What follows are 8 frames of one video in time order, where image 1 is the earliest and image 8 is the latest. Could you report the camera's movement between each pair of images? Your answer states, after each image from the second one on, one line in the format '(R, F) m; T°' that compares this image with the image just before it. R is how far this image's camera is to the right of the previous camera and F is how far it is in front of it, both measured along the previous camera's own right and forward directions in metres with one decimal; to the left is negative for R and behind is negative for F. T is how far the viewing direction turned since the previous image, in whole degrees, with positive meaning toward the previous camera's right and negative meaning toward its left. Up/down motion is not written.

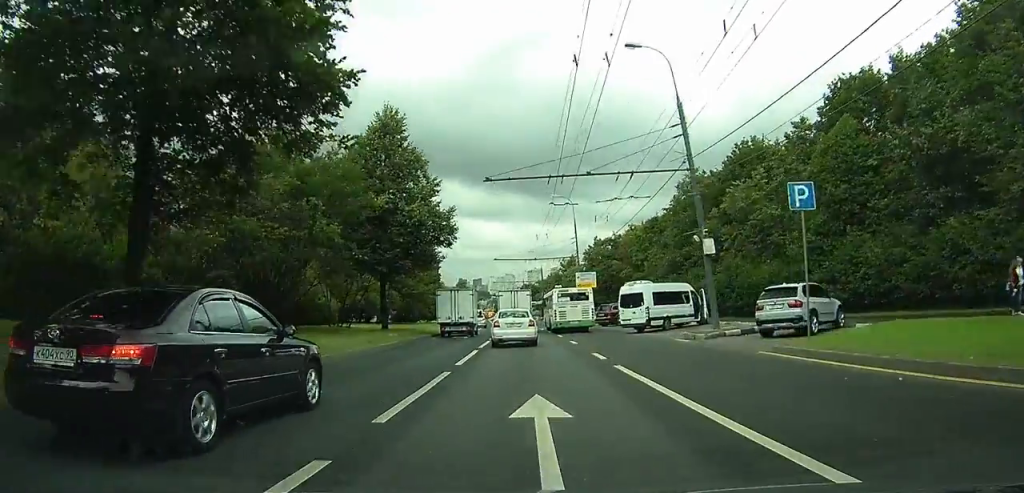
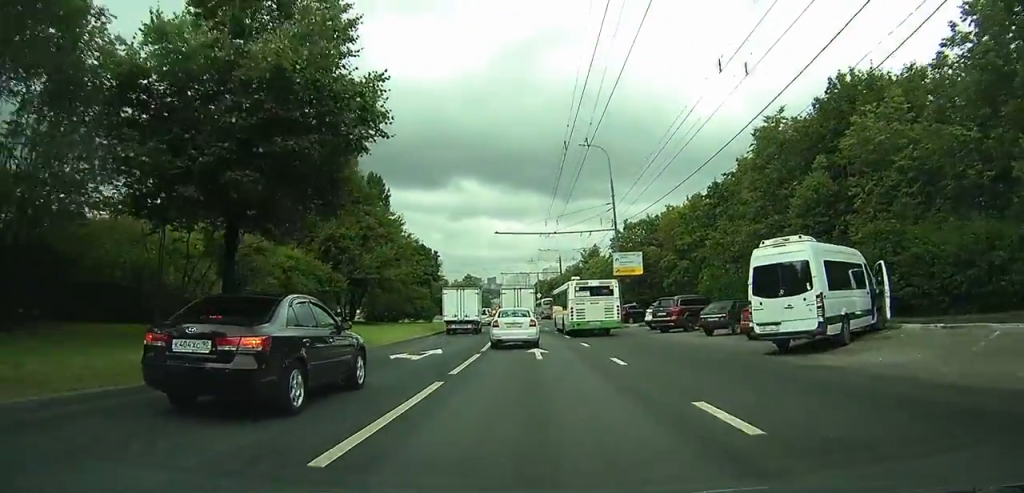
(-0.2, +18.1) m; -1°
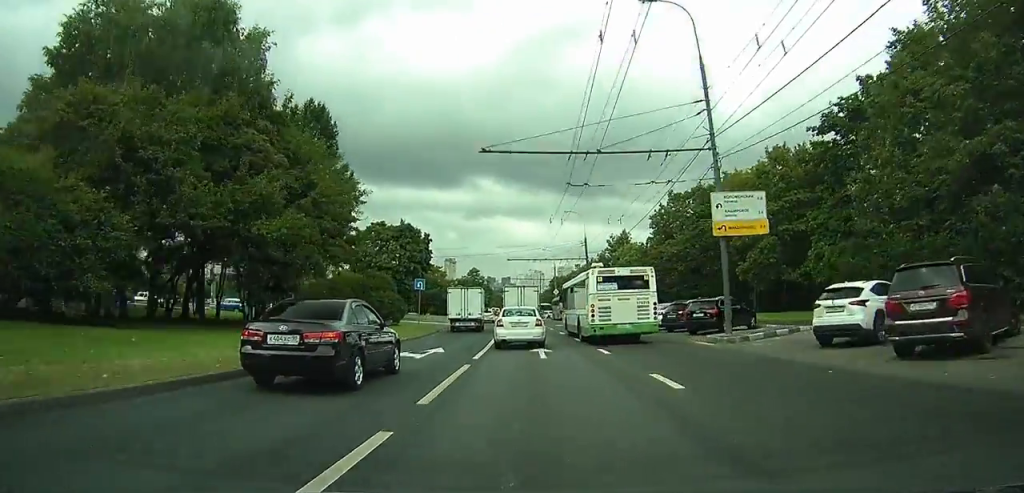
(-0.2, +20.2) m; -2°
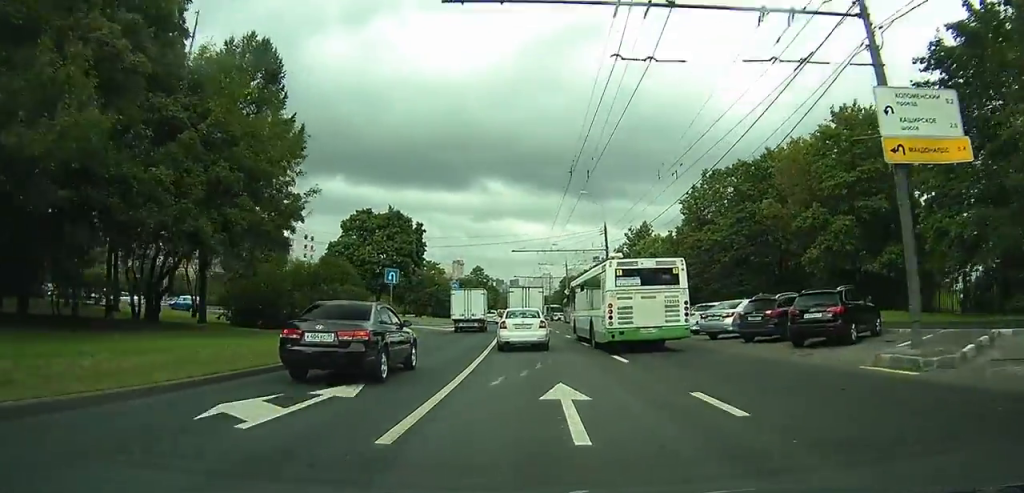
(-0.1, +10.3) m; -1°
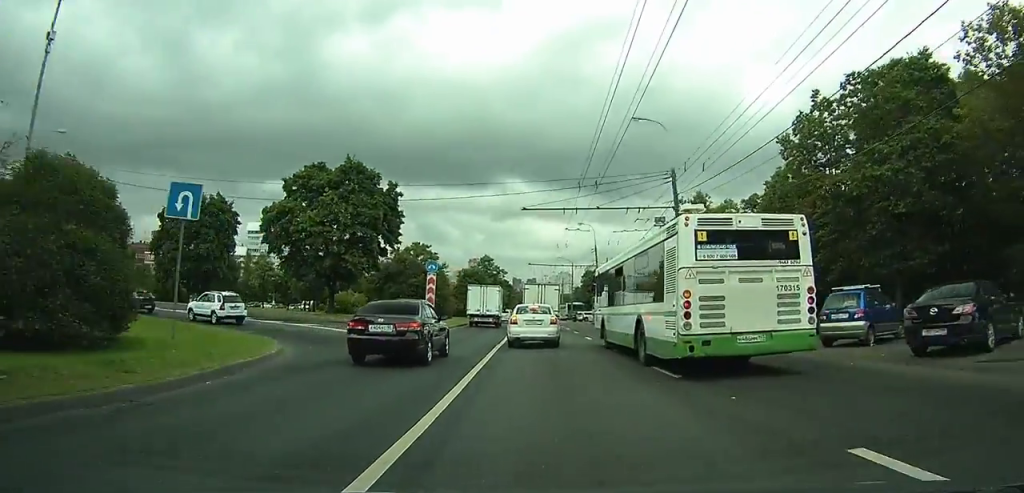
(-0.3, +19.9) m; -1°
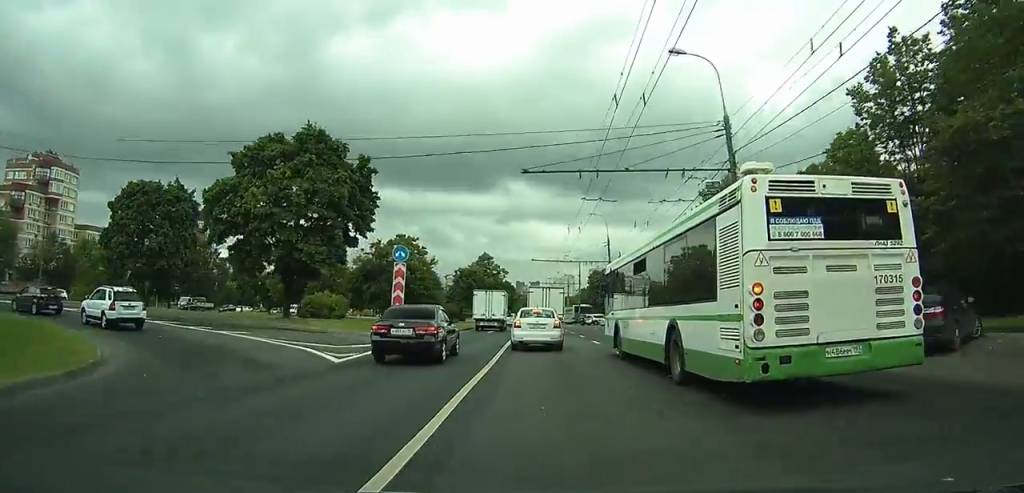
(0.0, +9.0) m; 0°
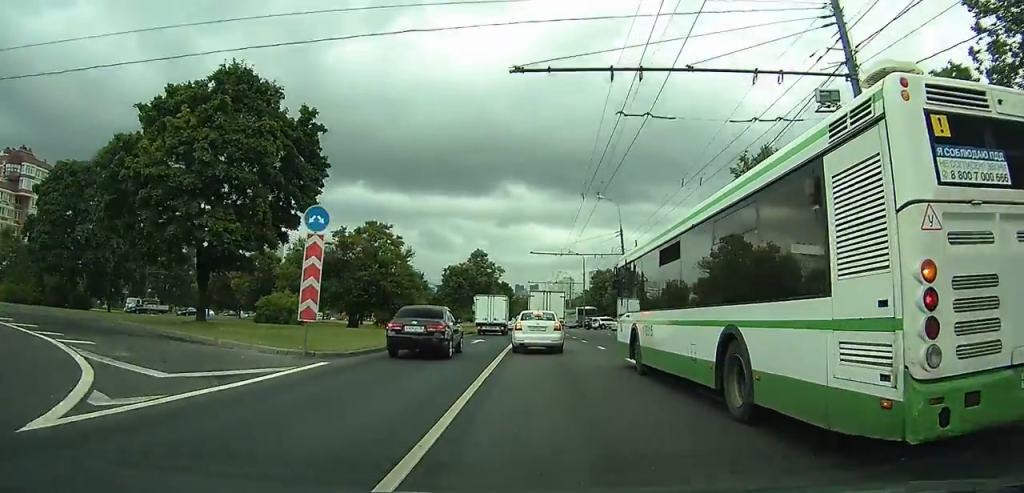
(0.0, +10.0) m; 0°
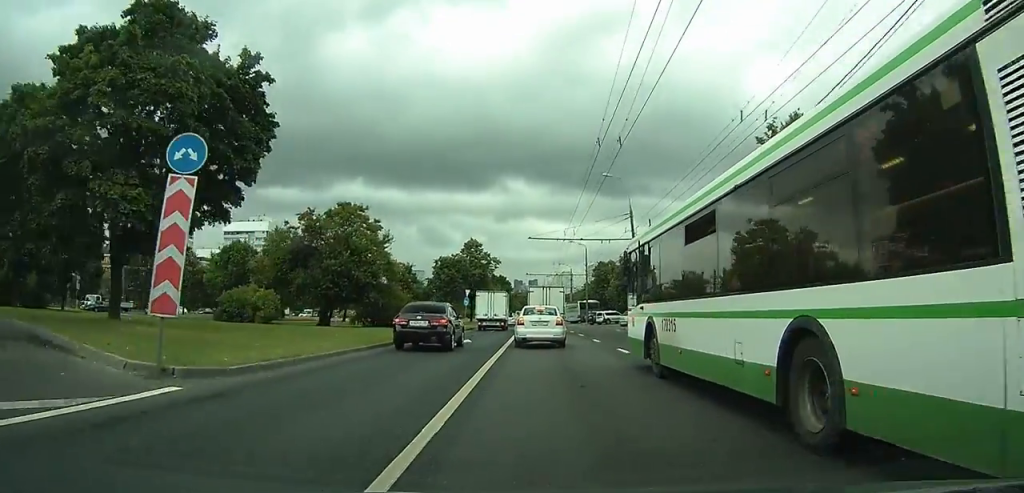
(0.0, +6.3) m; 0°
